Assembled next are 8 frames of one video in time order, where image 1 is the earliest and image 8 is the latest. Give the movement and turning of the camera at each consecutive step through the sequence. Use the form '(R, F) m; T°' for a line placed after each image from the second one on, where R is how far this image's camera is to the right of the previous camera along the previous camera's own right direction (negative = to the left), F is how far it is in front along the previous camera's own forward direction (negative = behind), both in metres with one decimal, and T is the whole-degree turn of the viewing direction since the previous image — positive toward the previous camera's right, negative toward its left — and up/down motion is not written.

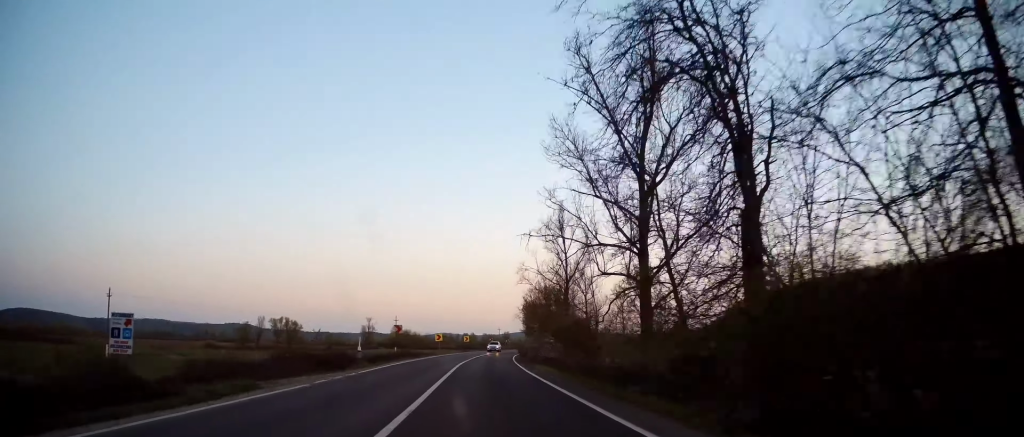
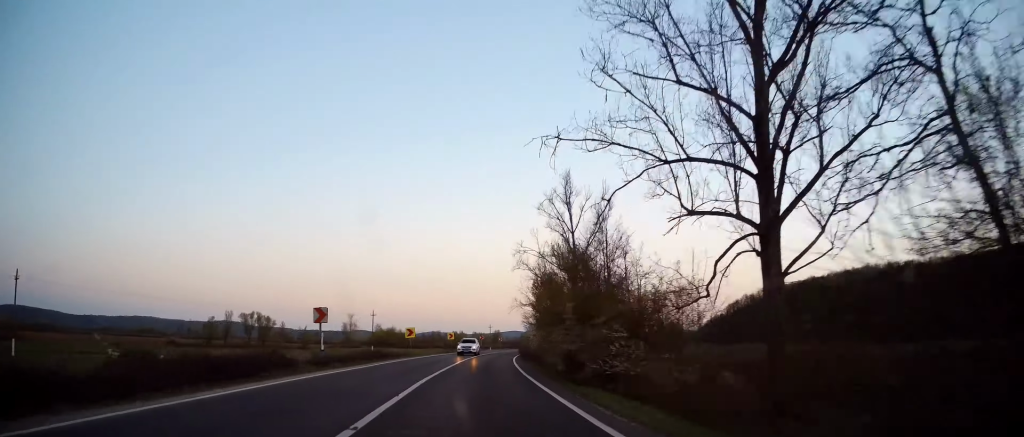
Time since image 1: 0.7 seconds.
(+0.2, +18.0) m; +1°
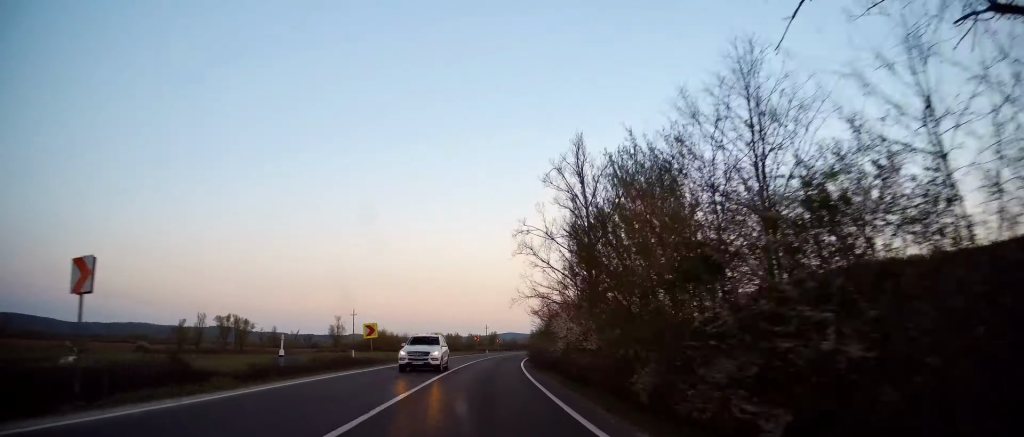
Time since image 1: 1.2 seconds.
(+0.1, +15.3) m; +1°
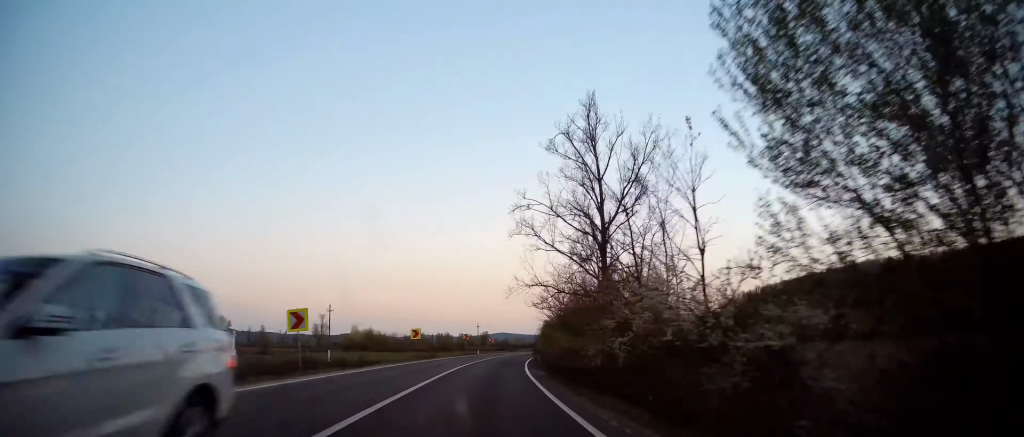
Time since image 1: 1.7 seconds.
(+0.1, +11.7) m; 0°
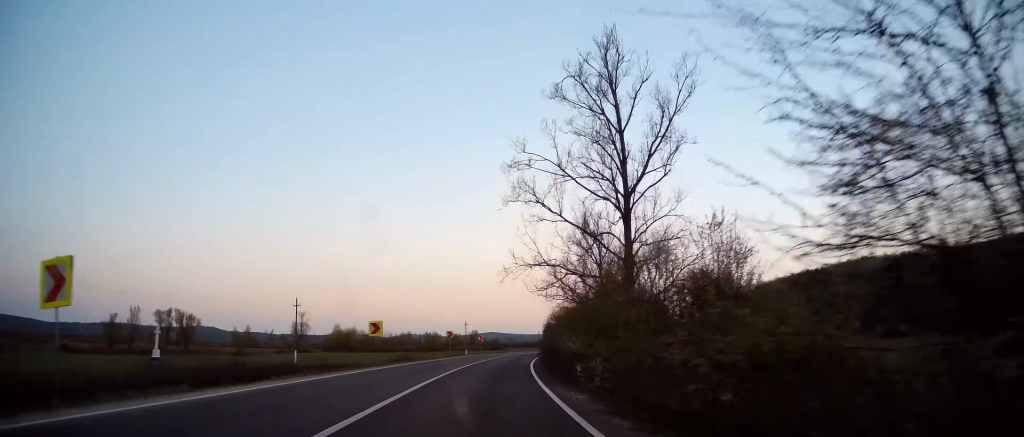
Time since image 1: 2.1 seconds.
(+0.1, +12.6) m; +1°
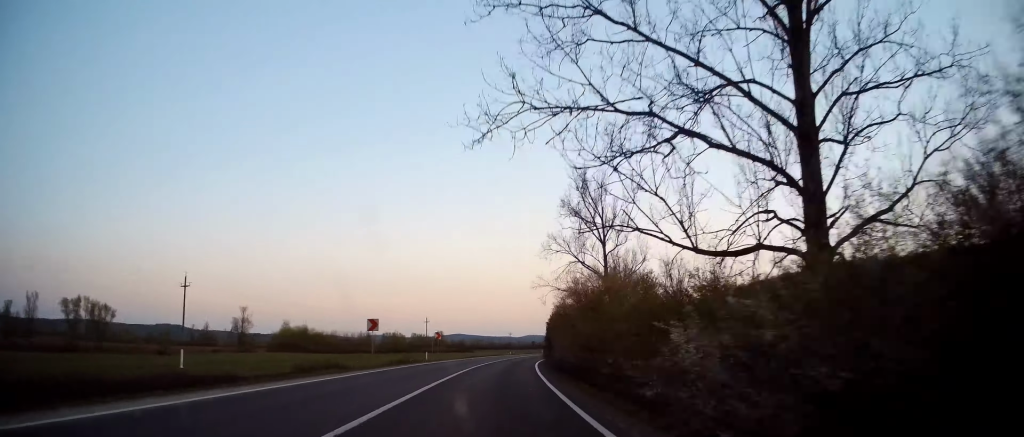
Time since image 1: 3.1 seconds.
(+0.2, +26.2) m; +3°
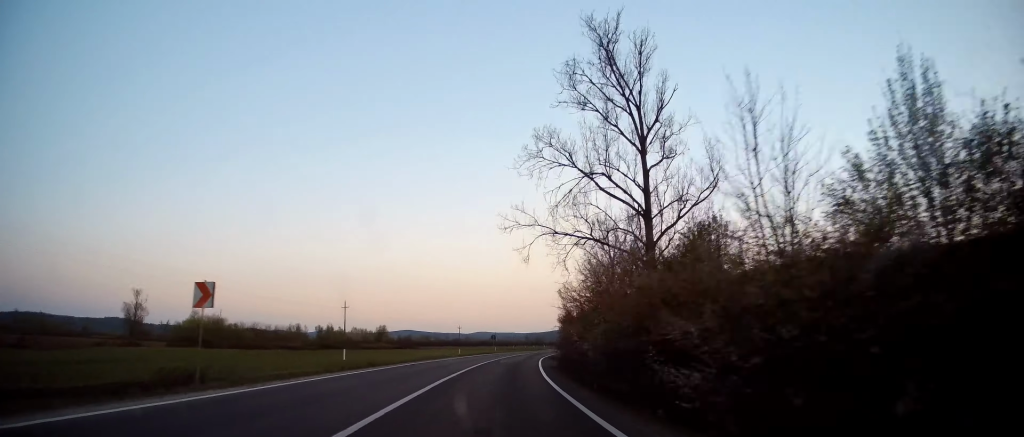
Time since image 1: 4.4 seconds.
(+1.9, +36.6) m; +5°
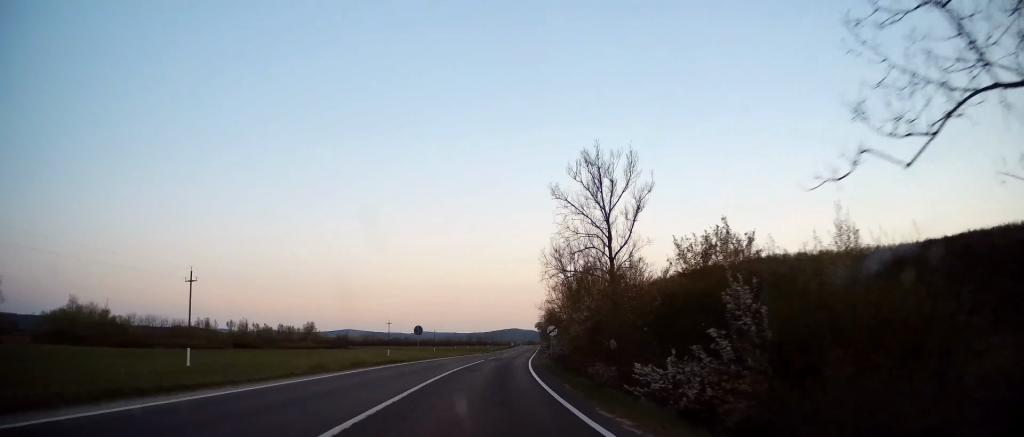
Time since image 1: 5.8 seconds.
(+1.4, +37.2) m; +6°
